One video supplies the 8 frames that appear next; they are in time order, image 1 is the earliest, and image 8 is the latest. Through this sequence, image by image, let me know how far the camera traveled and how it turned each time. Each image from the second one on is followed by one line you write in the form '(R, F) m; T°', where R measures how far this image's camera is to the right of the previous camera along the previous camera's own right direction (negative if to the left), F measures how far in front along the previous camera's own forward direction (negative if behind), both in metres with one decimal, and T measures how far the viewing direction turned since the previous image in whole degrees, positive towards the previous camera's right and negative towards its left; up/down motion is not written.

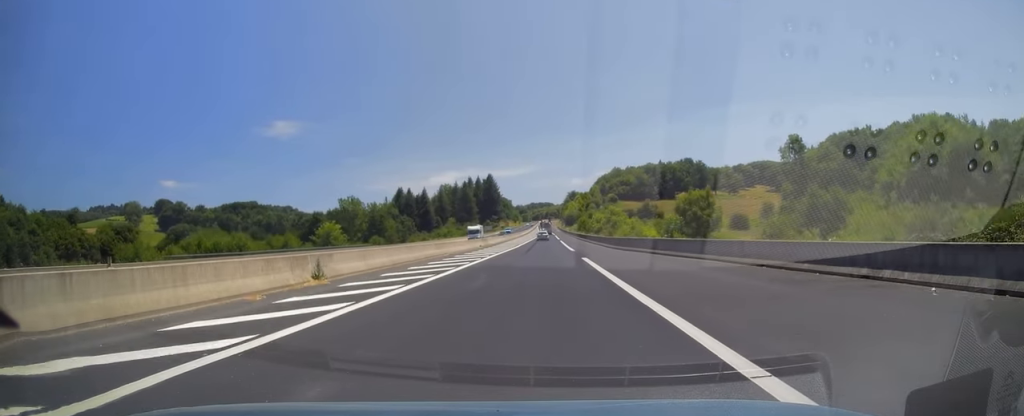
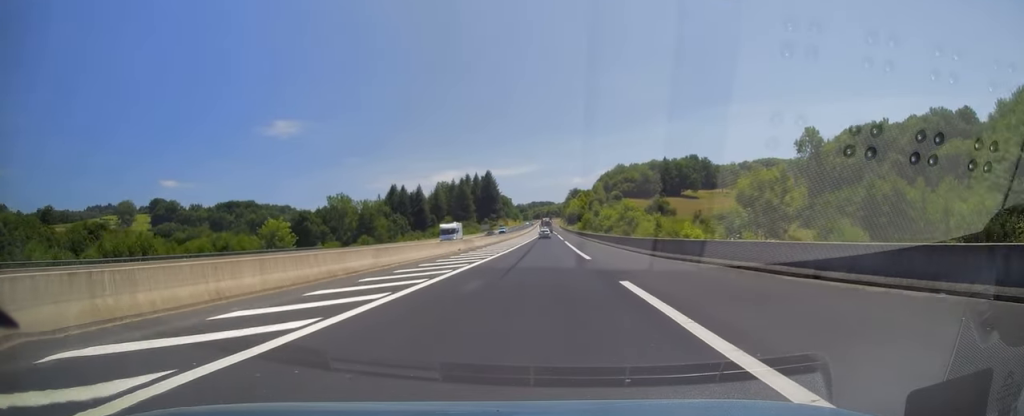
(-0.1, +14.8) m; 0°
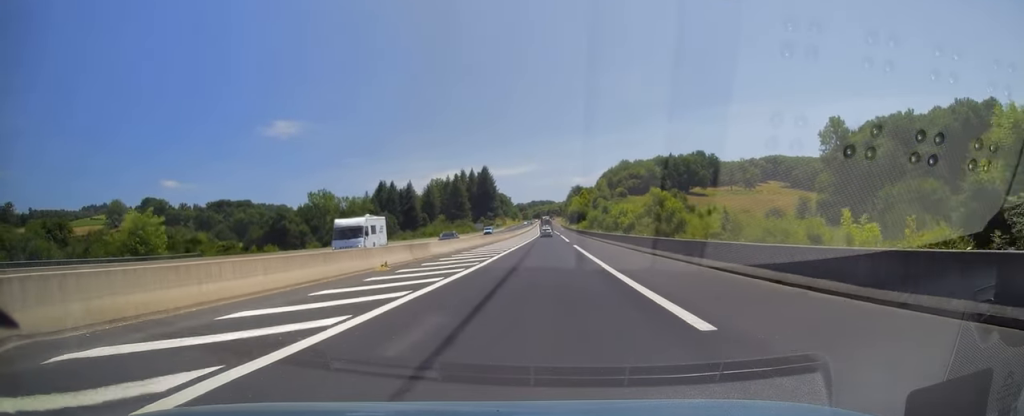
(+0.3, +20.3) m; 0°
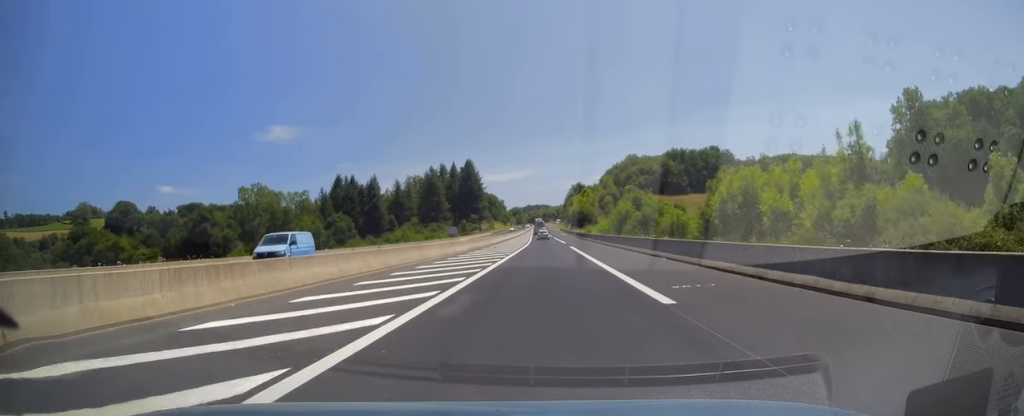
(0.0, +49.3) m; 0°
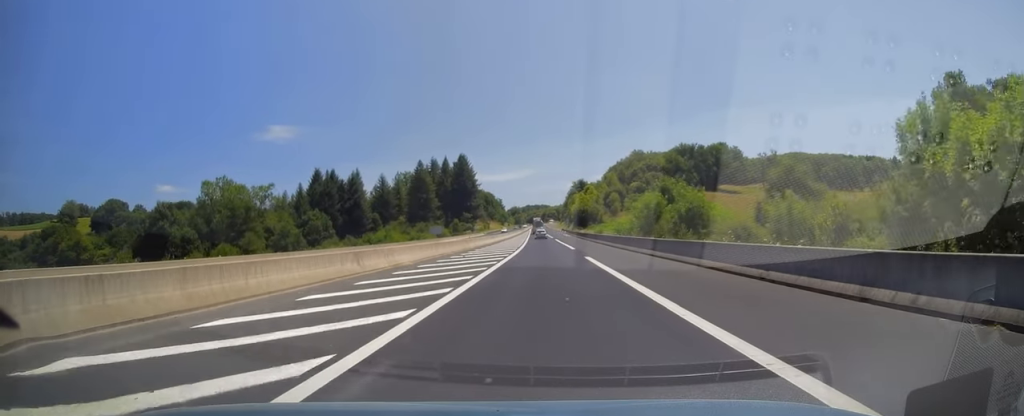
(-0.2, +19.7) m; 0°
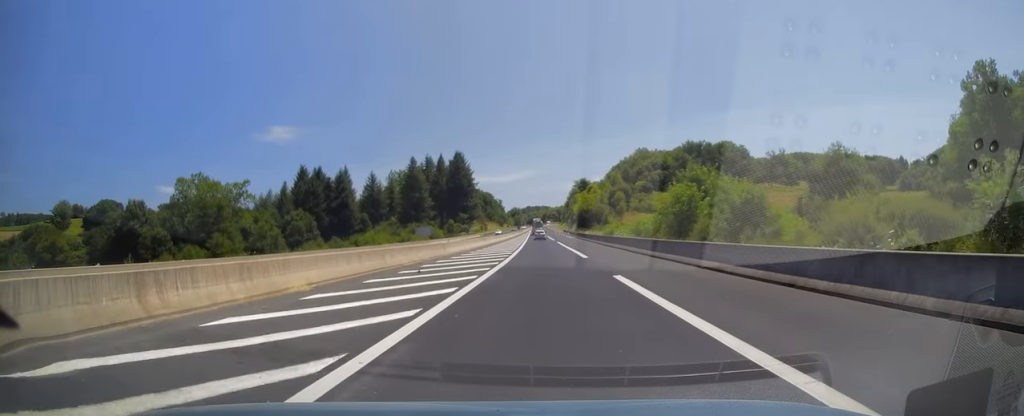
(0.0, +12.2) m; 0°
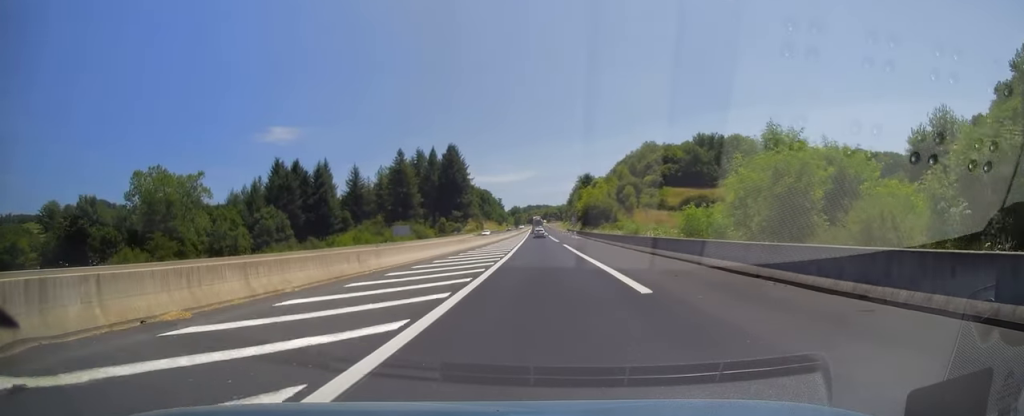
(+0.2, +18.0) m; 0°
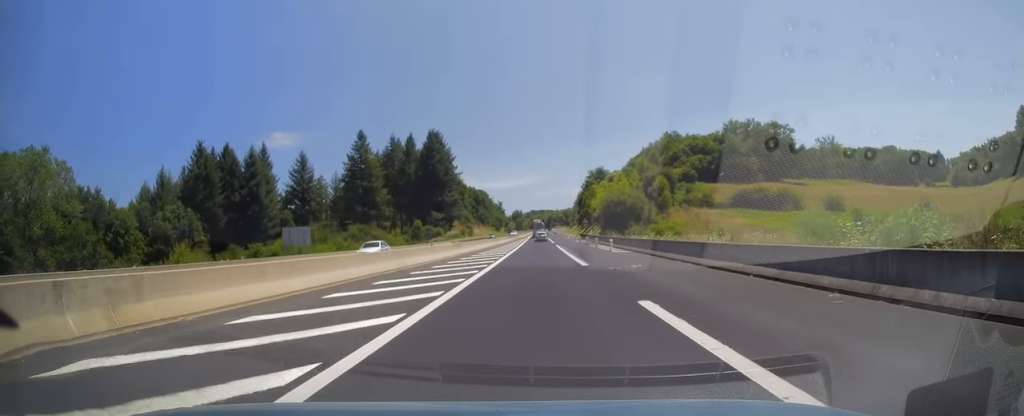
(-0.5, +40.1) m; 0°
